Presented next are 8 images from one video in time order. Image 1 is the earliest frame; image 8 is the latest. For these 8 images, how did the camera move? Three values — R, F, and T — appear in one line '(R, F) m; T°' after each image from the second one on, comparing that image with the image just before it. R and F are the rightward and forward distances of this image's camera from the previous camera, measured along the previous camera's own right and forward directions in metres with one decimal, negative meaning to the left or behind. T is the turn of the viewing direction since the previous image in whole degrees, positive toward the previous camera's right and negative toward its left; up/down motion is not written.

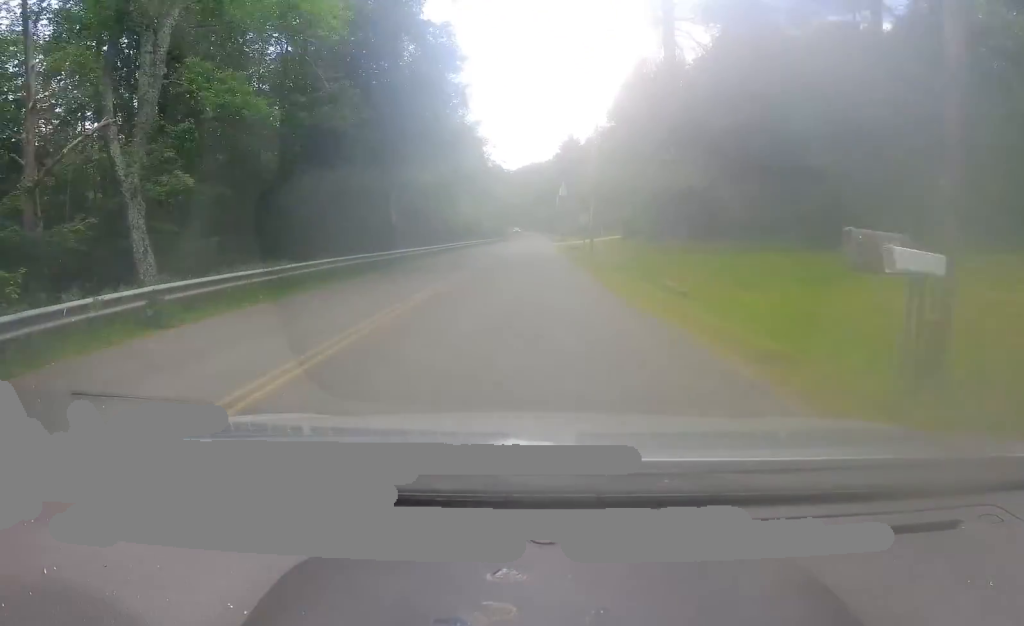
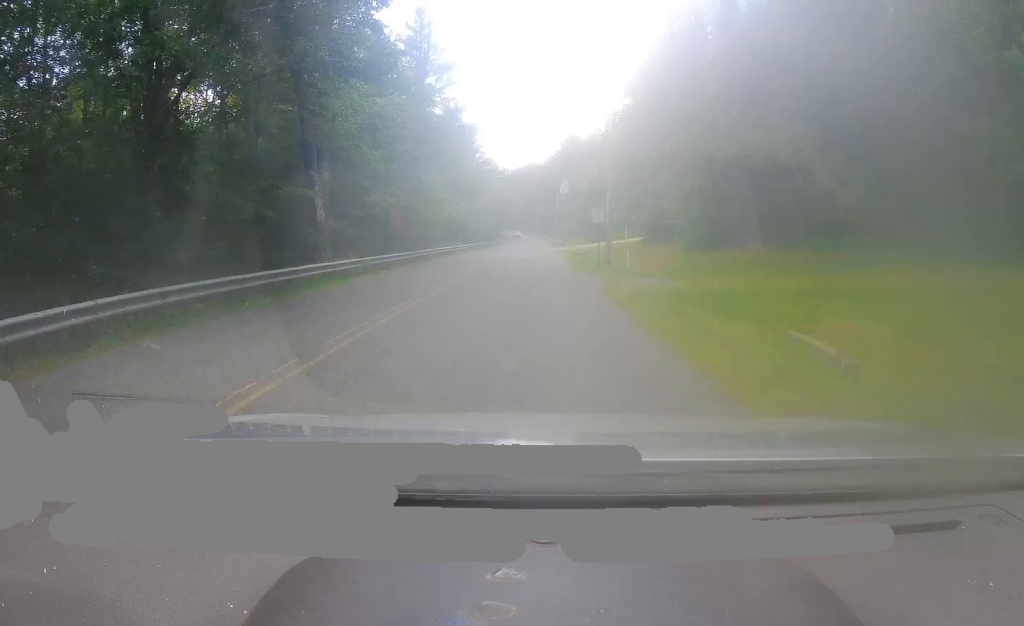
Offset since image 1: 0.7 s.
(0.0, +12.7) m; +1°
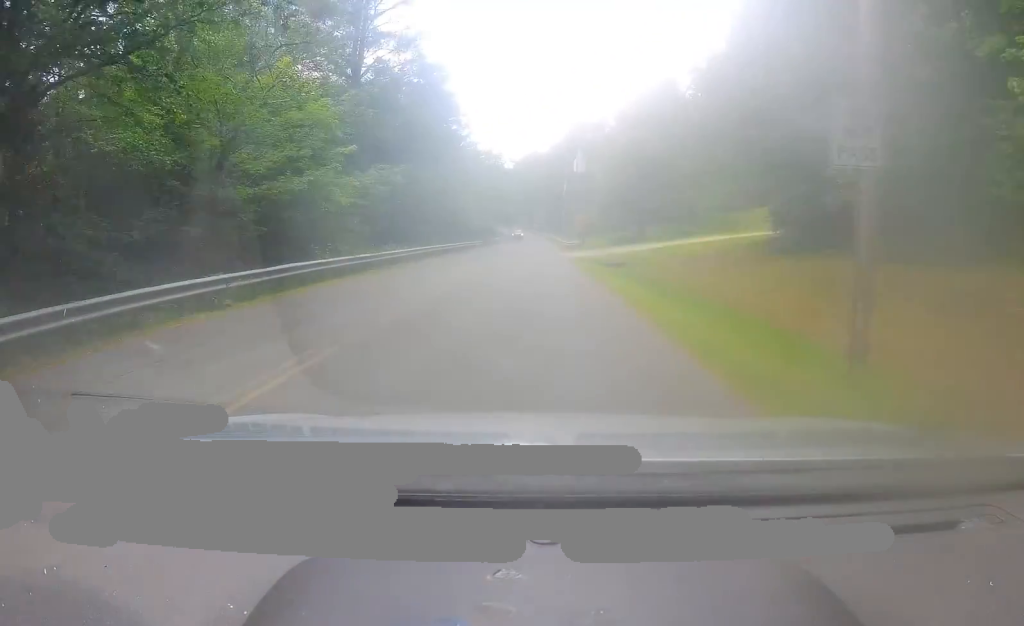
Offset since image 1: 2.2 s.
(+0.5, +29.6) m; +2°
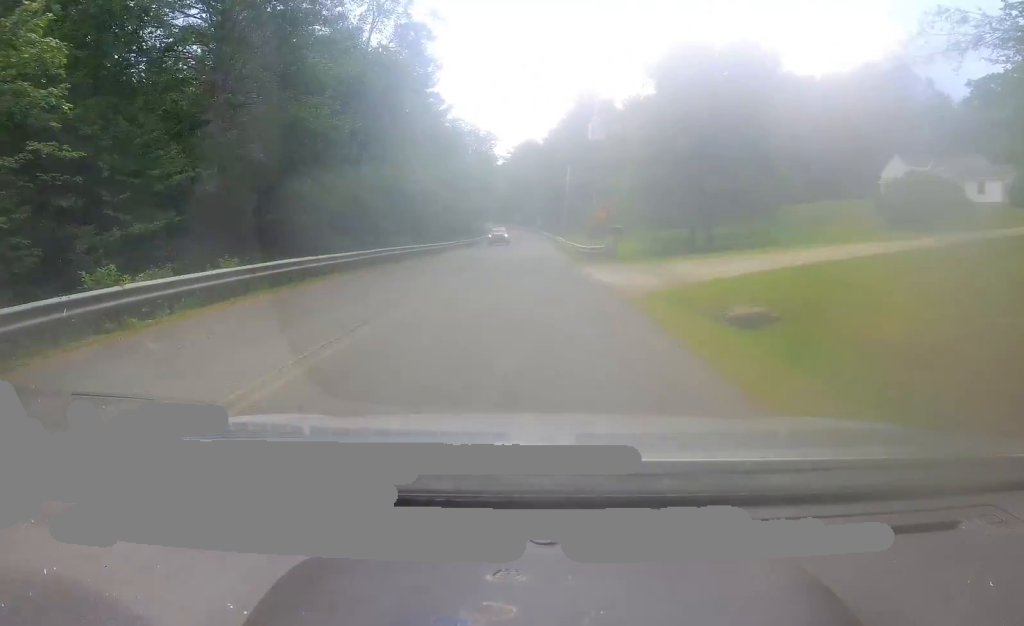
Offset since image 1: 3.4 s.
(-0.1, +24.1) m; -1°
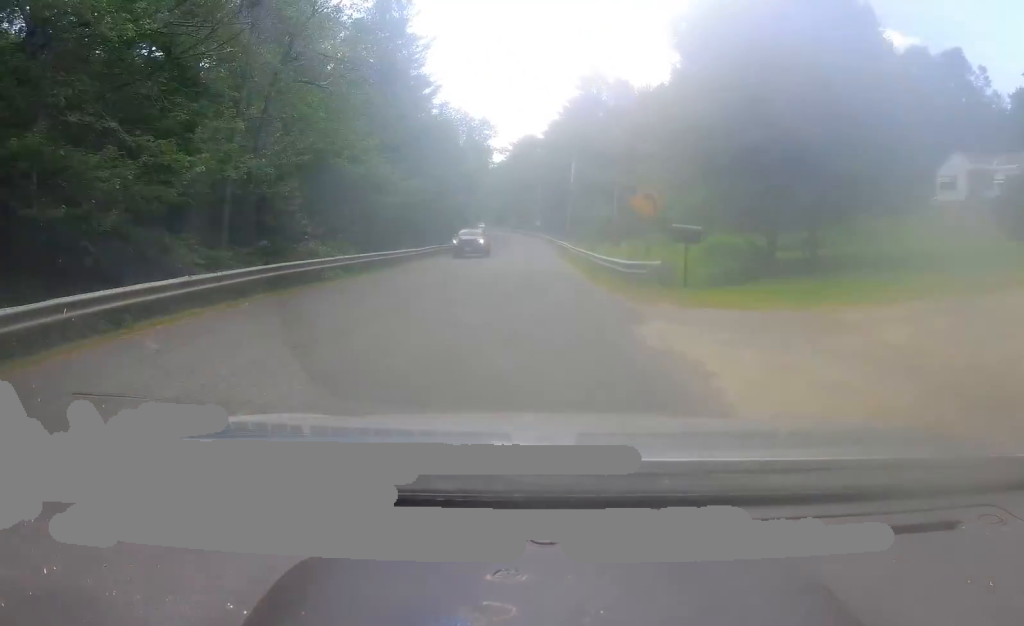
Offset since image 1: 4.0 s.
(-0.3, +12.7) m; -1°
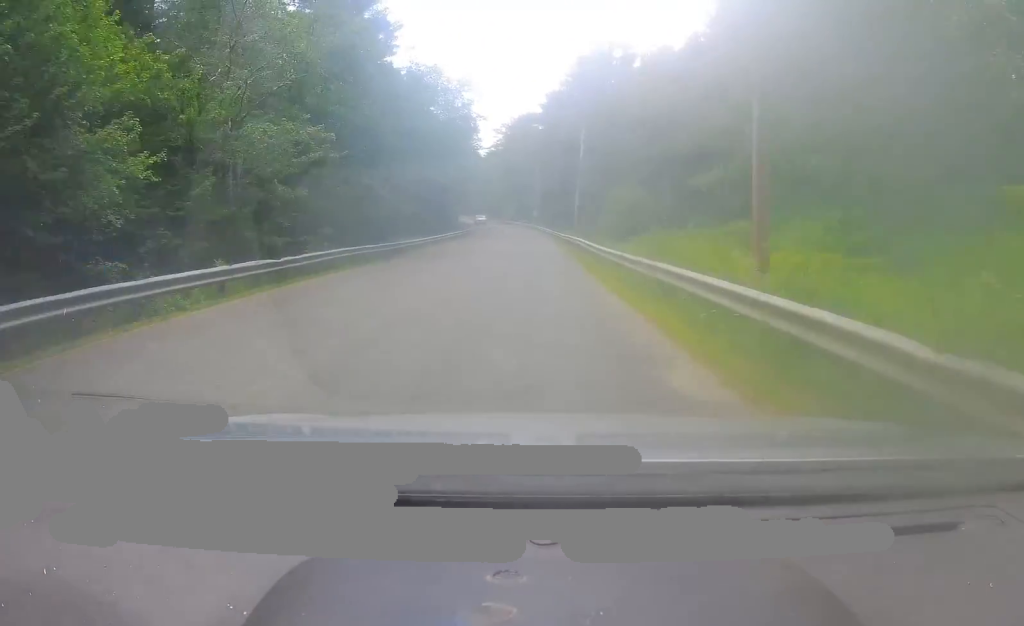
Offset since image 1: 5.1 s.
(+0.3, +22.2) m; 0°
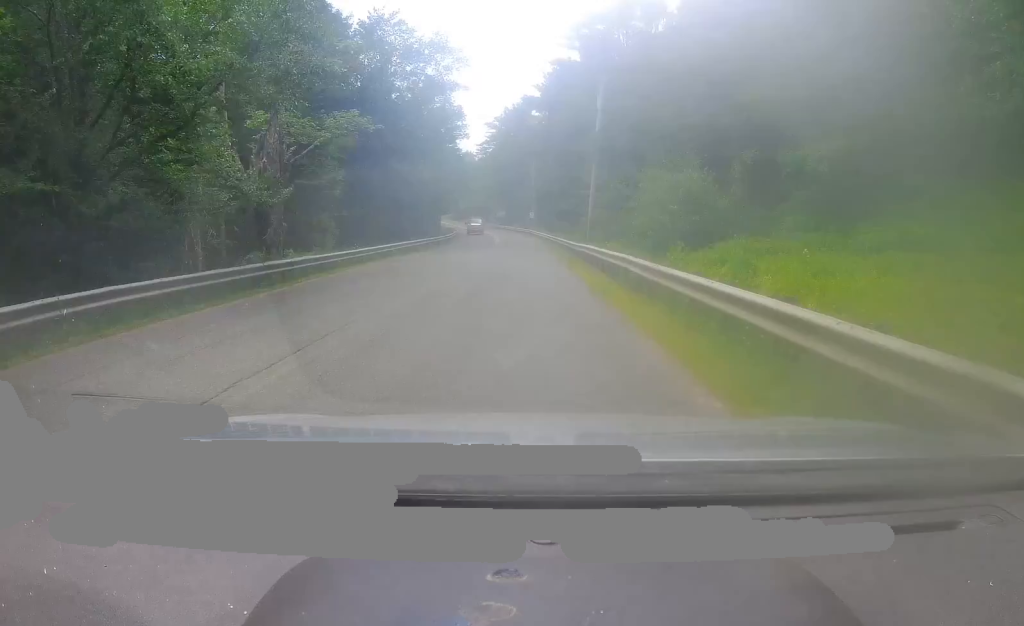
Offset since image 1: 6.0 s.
(-0.3, +18.8) m; +1°
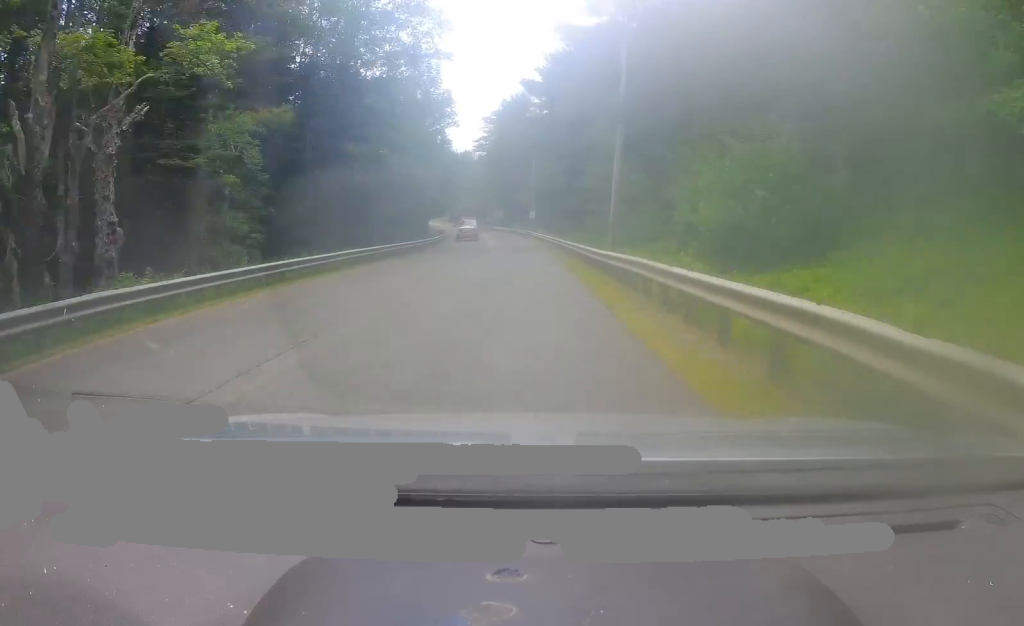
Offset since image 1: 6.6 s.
(+0.3, +10.9) m; 0°
